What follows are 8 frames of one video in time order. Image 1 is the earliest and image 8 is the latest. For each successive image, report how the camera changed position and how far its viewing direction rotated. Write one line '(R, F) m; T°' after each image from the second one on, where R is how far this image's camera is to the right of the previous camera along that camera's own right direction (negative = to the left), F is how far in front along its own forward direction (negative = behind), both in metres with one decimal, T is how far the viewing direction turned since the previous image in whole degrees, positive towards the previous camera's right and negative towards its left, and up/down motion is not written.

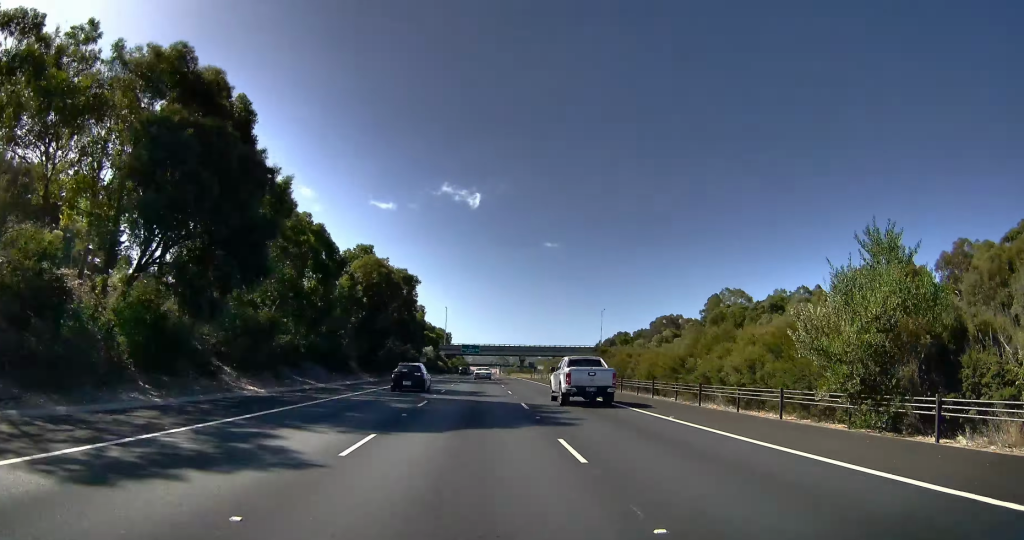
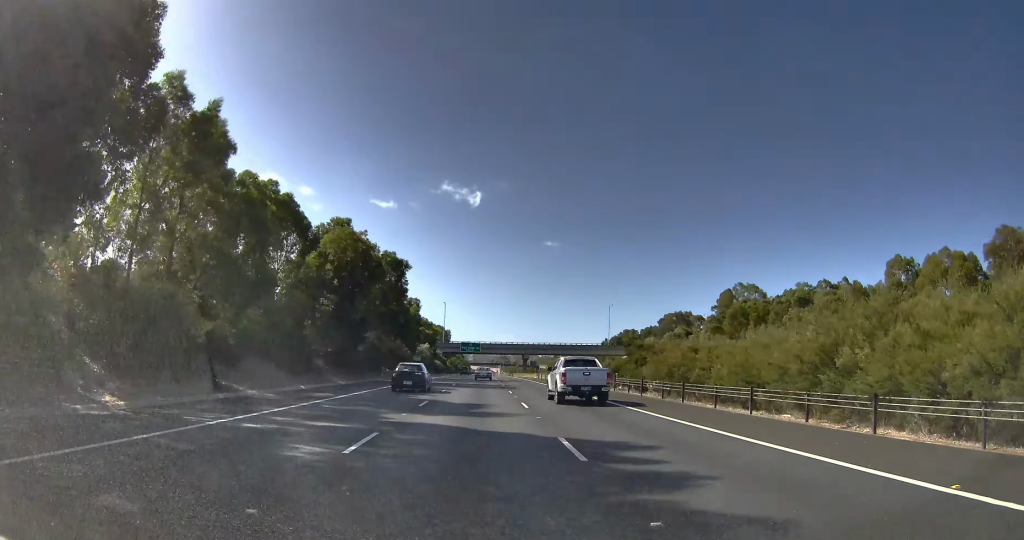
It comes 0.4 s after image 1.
(0.0, +12.3) m; 0°
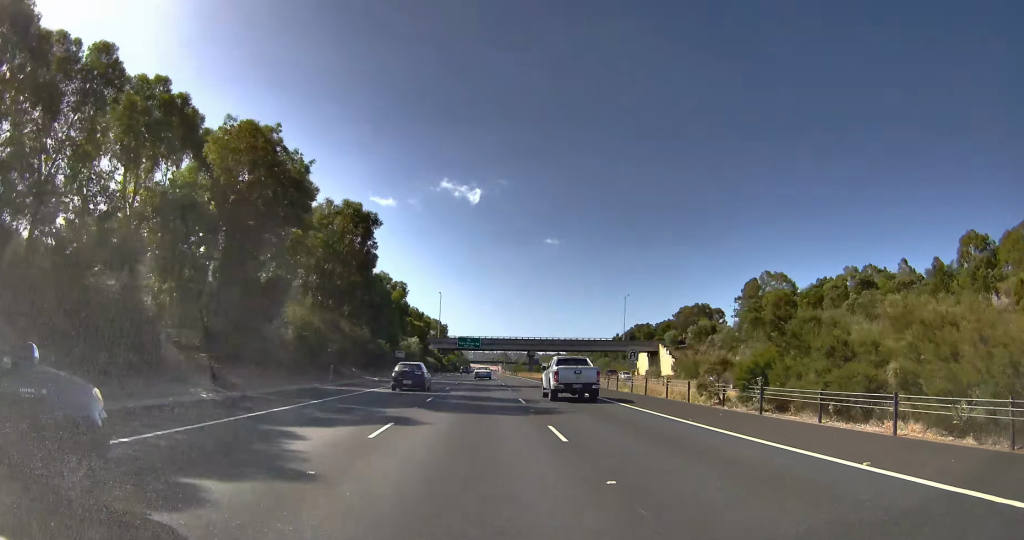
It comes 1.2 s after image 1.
(0.0, +22.4) m; 0°
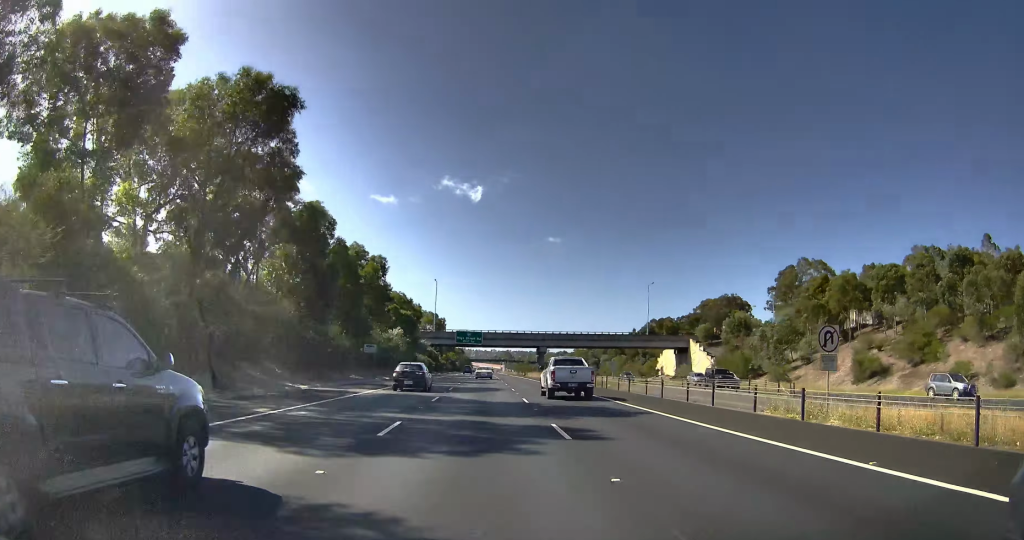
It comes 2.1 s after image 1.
(0.0, +23.4) m; 0°
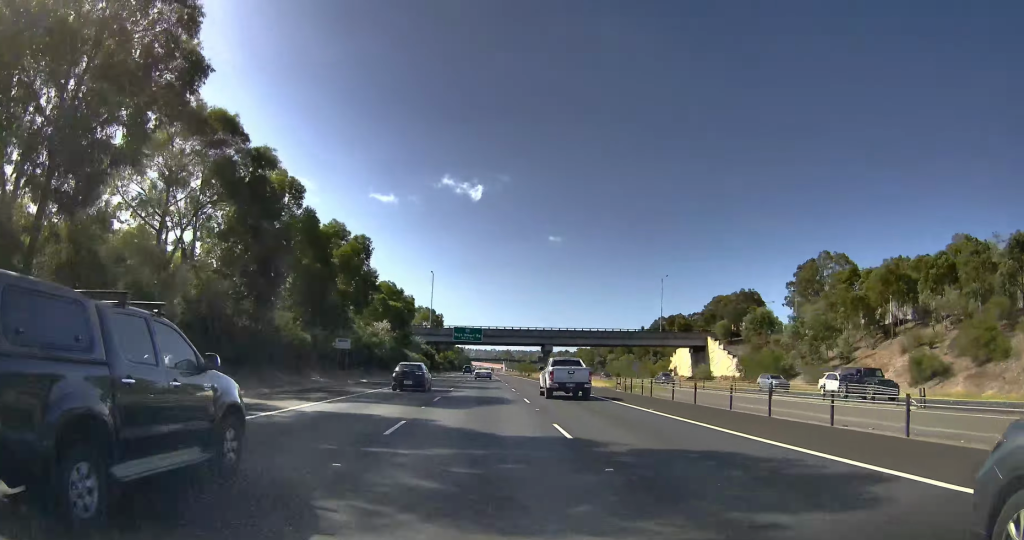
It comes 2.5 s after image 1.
(0.0, +11.0) m; 0°
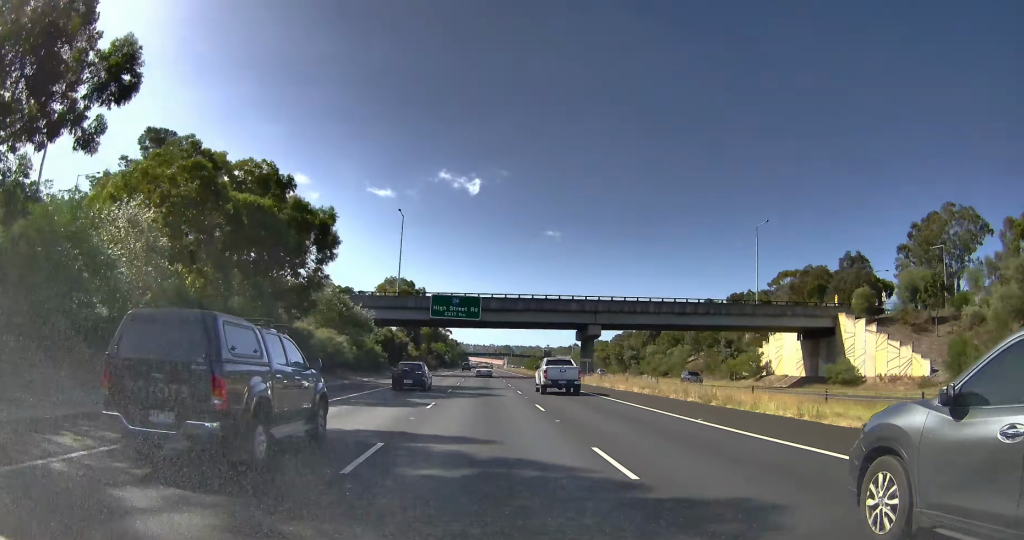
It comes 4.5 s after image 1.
(-0.3, +44.1) m; -2°
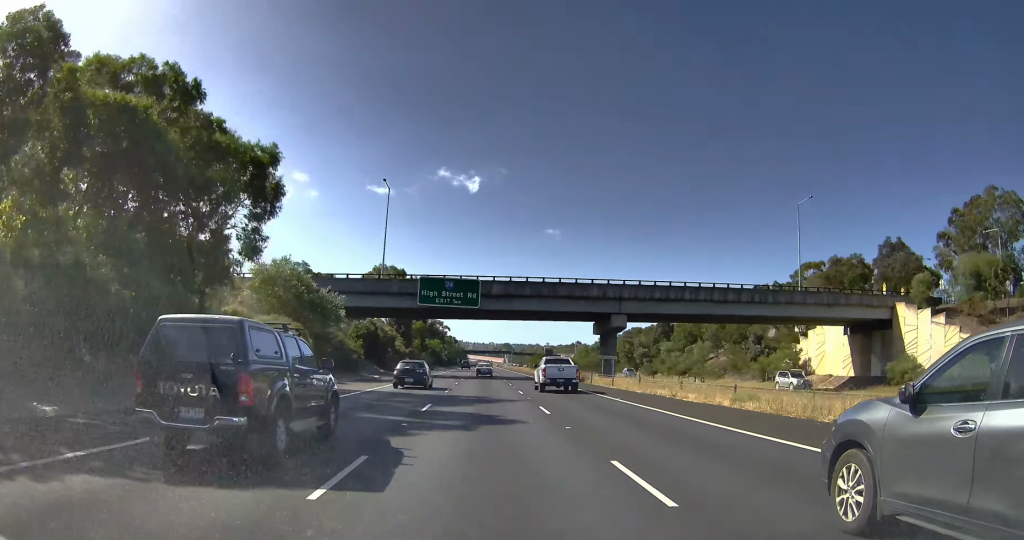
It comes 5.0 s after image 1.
(-0.1, +9.7) m; -1°
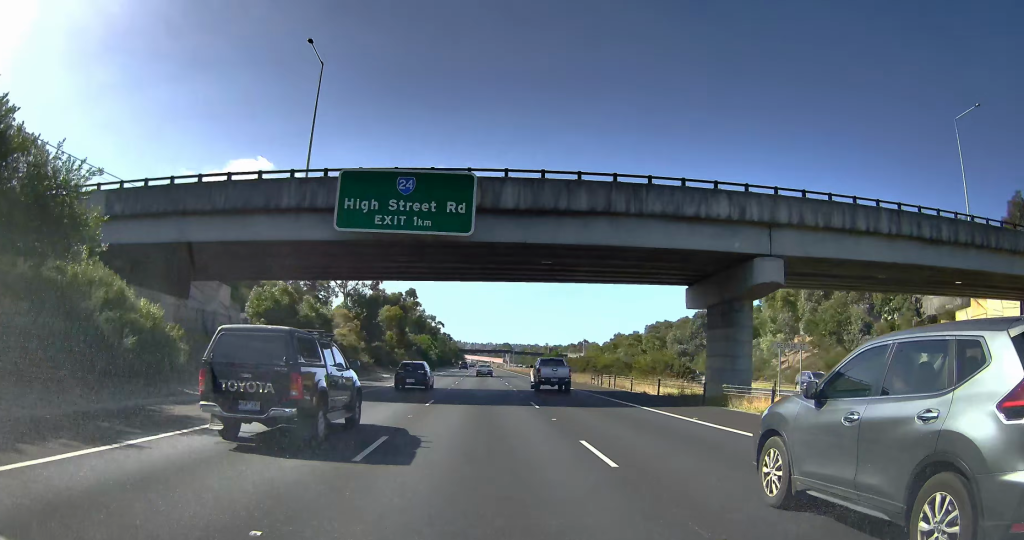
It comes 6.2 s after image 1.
(0.0, +24.0) m; +1°
